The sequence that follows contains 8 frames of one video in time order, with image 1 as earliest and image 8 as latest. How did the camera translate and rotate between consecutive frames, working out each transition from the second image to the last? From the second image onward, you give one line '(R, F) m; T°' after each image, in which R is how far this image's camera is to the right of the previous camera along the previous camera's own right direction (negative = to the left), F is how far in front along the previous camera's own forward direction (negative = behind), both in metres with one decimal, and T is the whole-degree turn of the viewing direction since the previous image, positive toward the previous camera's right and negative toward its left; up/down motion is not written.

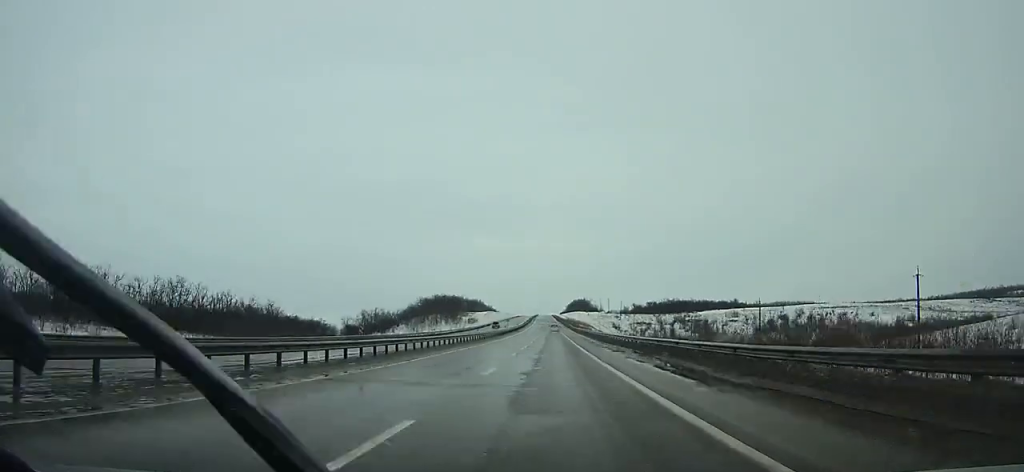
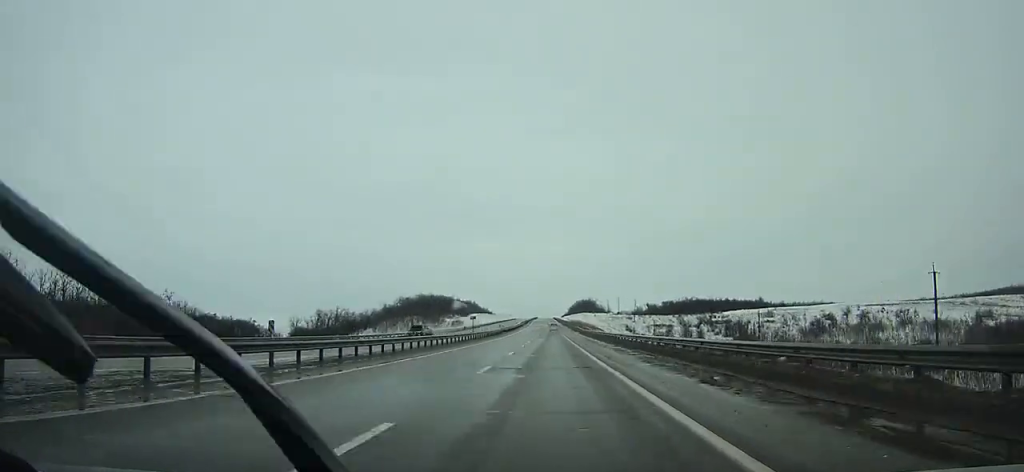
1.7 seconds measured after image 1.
(-0.1, +47.0) m; 0°
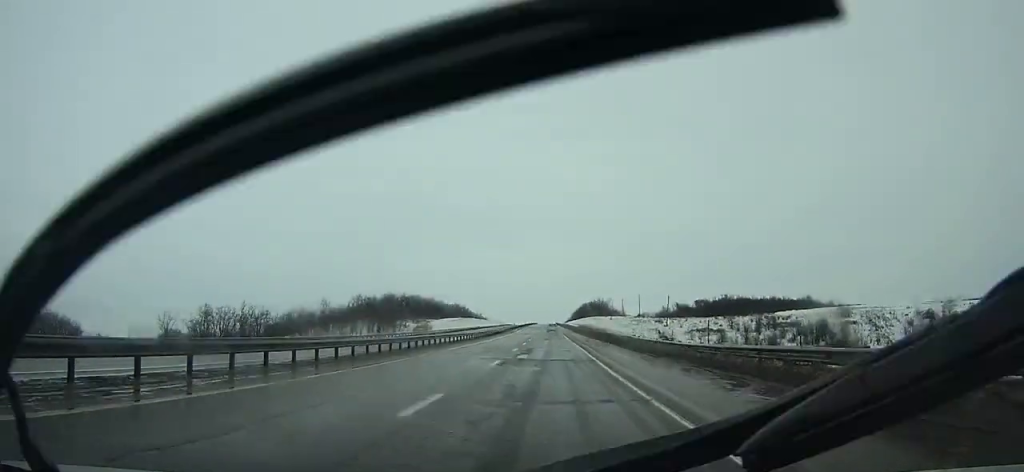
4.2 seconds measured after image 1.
(0.0, +67.6) m; -1°
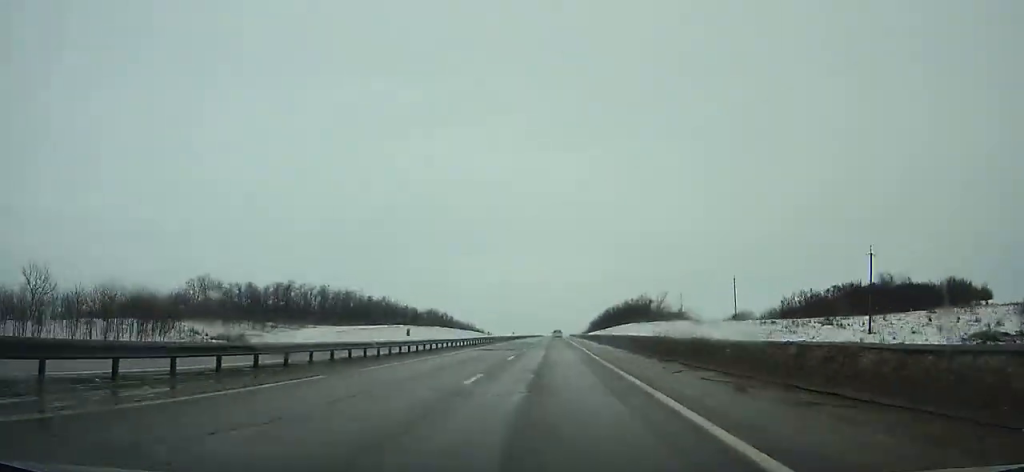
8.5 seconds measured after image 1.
(-1.3, +112.2) m; -1°
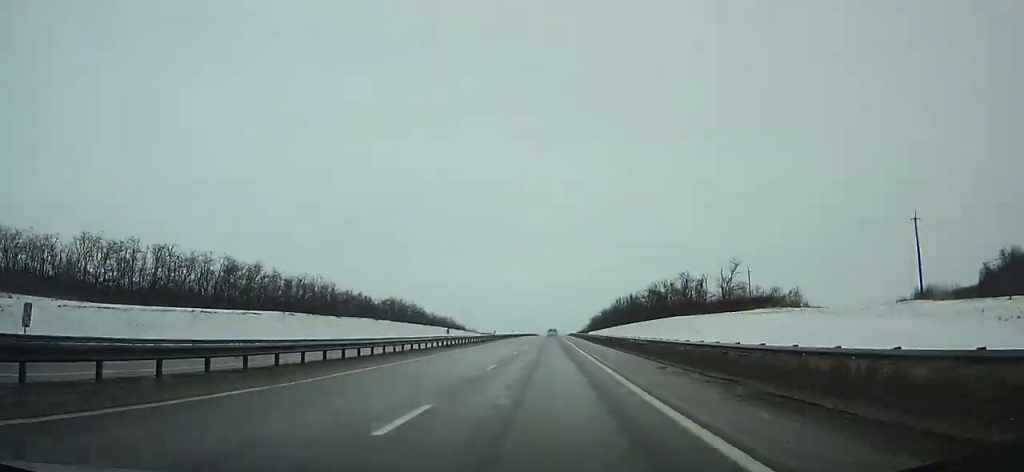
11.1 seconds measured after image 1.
(0.0, +65.7) m; 0°
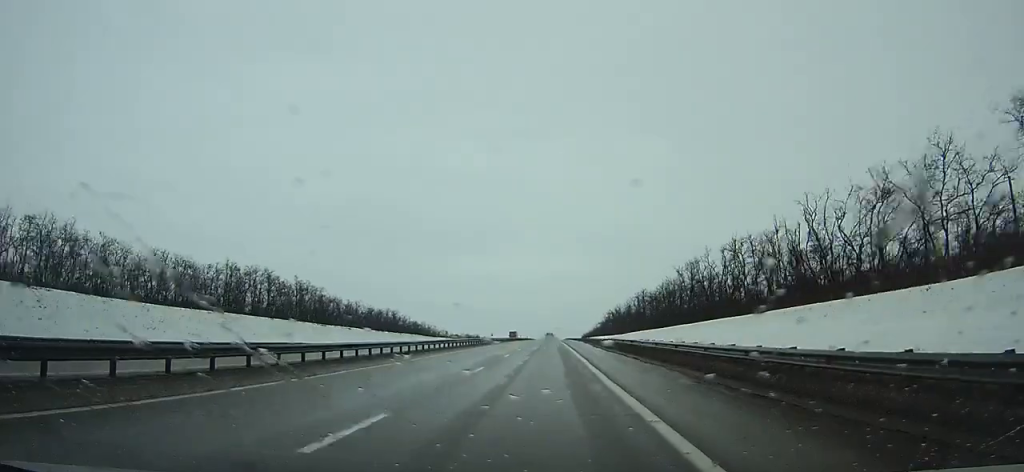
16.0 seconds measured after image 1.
(+0.9, +121.0) m; +1°
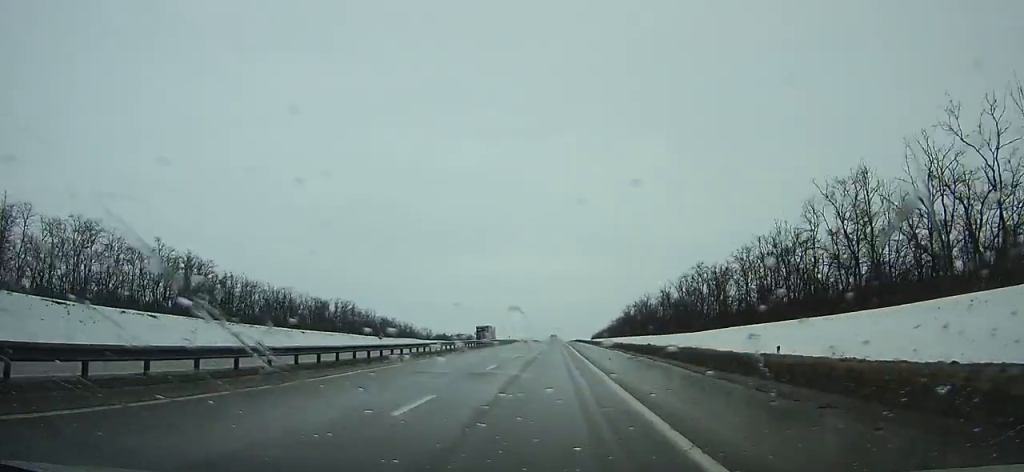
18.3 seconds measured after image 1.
(-0.1, +56.6) m; 0°
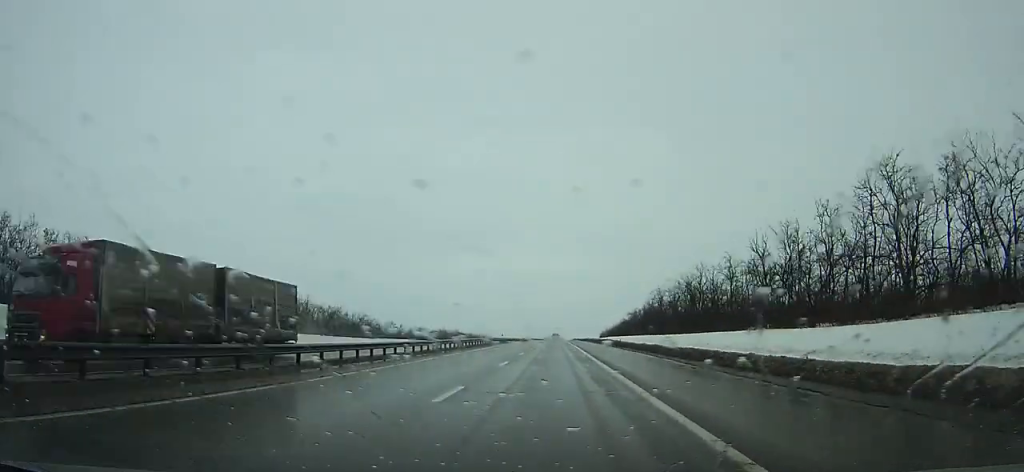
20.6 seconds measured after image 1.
(-0.1, +56.9) m; 0°
